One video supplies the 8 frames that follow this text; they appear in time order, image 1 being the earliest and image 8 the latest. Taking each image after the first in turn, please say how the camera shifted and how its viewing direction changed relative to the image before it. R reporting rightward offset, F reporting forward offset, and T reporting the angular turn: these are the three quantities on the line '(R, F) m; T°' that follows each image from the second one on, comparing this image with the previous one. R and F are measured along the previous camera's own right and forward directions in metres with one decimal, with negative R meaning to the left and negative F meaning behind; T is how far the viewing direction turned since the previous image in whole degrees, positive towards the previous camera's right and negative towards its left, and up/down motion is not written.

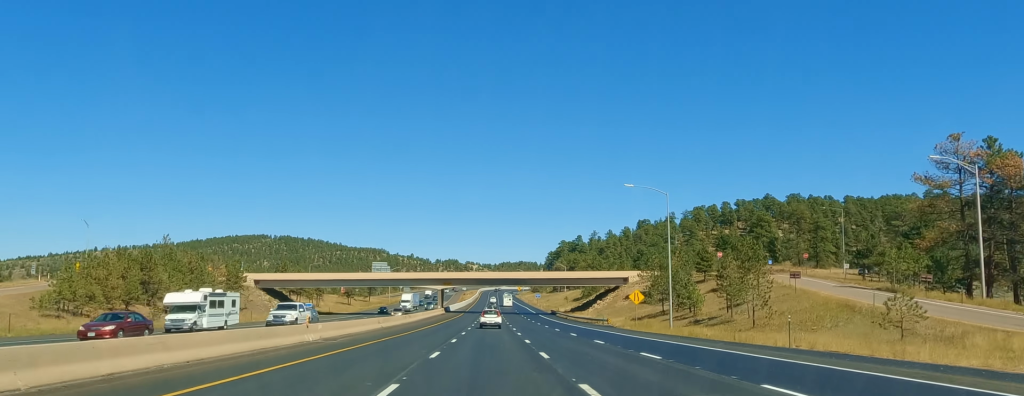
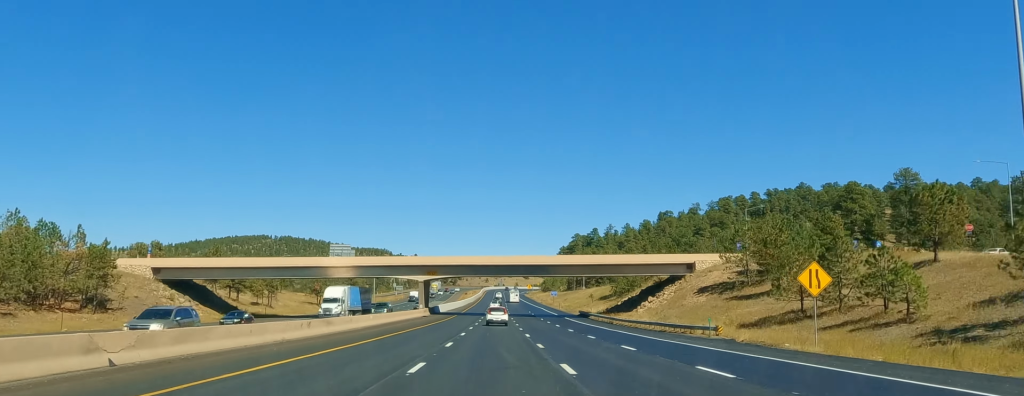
(0.0, +43.3) m; 0°
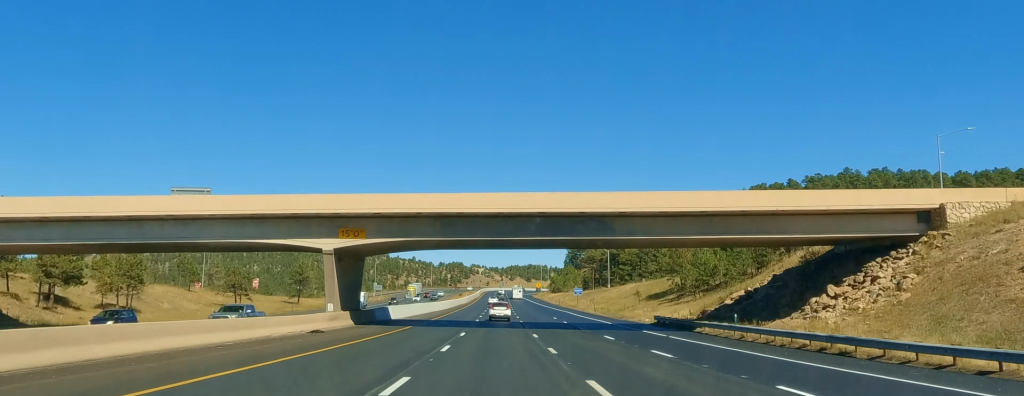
(+0.6, +53.4) m; 0°
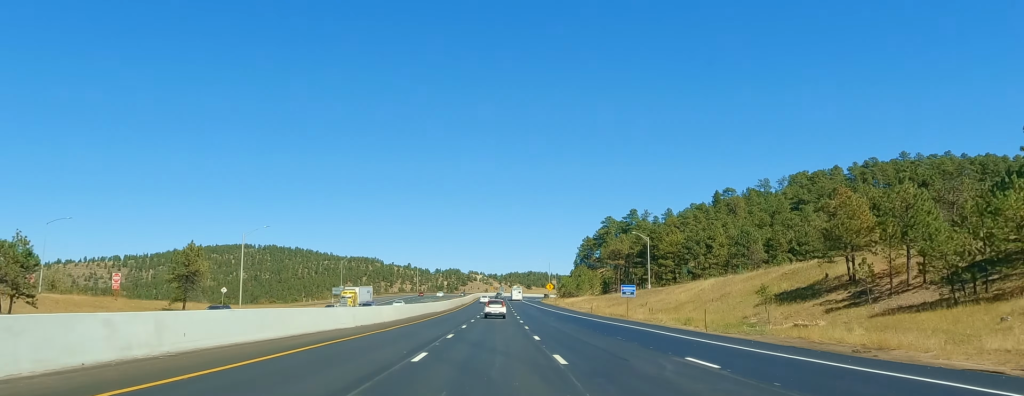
(-0.7, +53.7) m; 0°
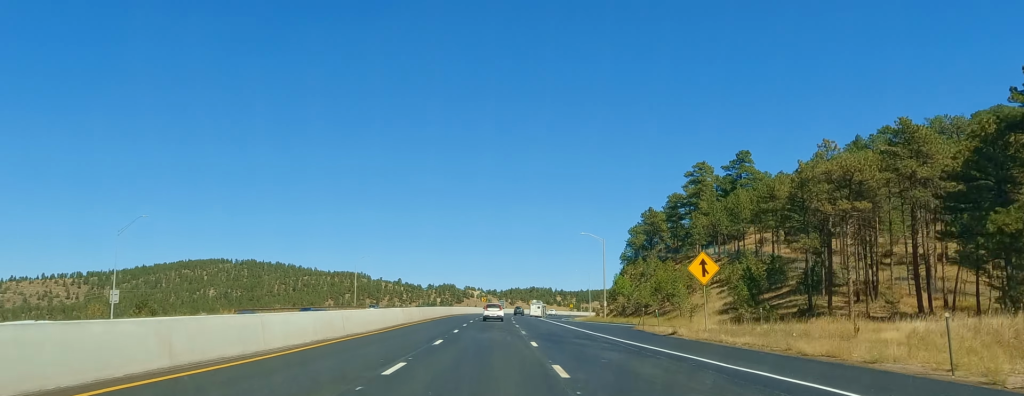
(+1.8, +120.9) m; +1°
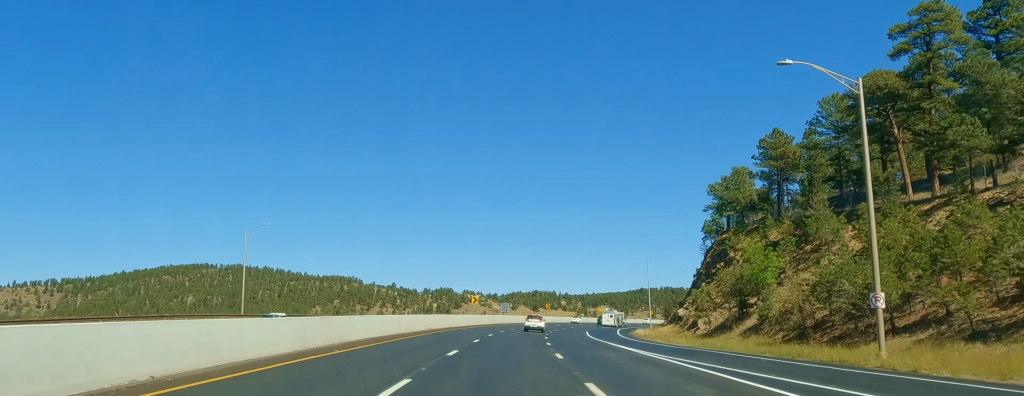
(+0.1, +73.8) m; +2°
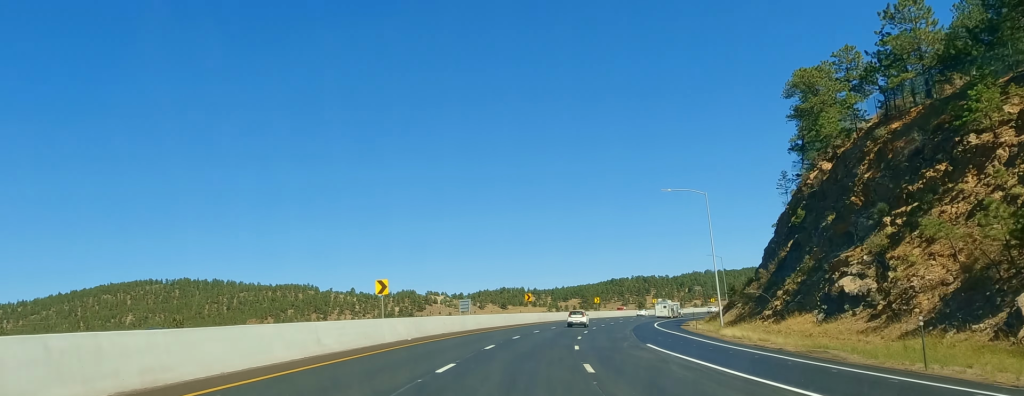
(+2.1, +53.4) m; +6°
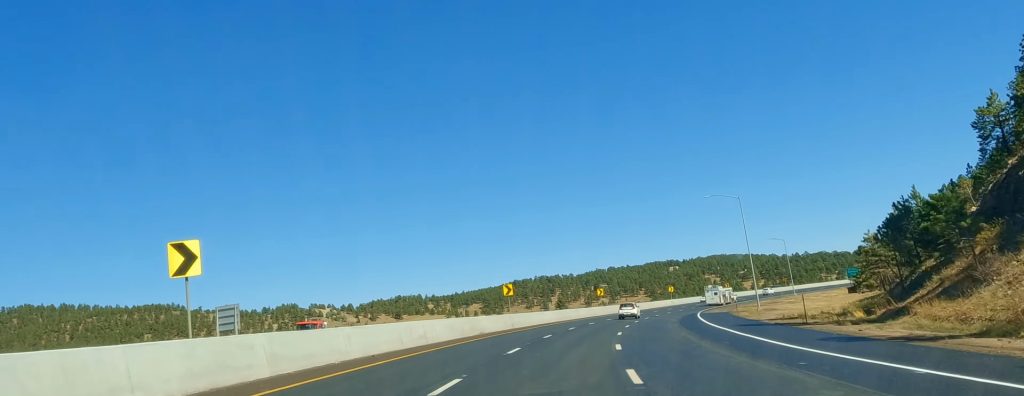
(+5.9, +76.9) m; +9°
